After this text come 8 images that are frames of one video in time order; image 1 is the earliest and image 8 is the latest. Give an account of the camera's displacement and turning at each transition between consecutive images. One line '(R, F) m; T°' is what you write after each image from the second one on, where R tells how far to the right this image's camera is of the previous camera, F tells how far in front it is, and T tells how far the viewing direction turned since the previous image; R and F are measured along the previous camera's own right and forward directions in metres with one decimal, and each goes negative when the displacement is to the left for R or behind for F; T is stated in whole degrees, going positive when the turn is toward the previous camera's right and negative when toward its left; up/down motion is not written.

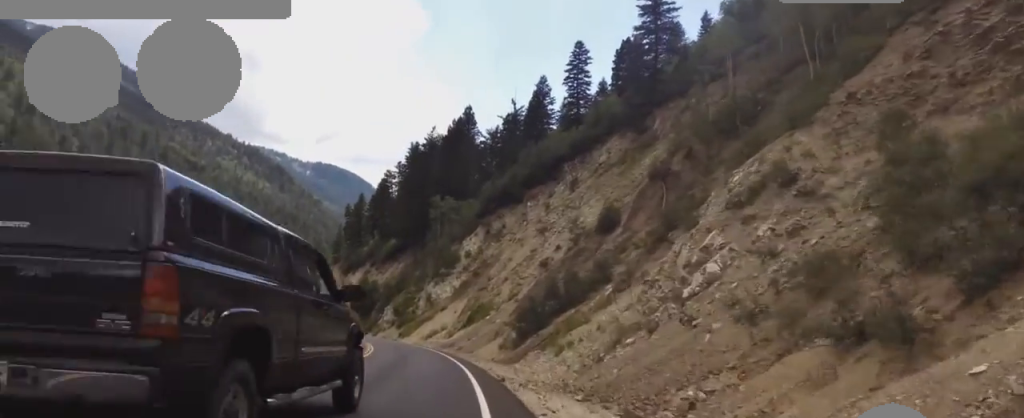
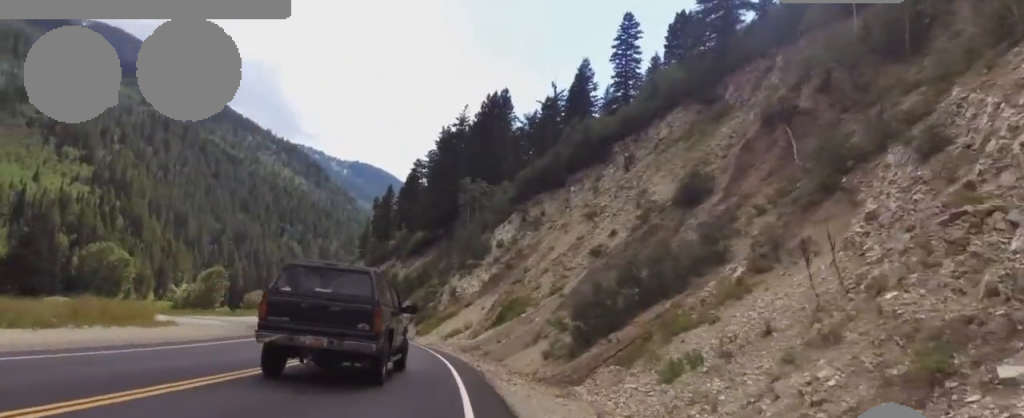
(-0.6, +13.5) m; -3°
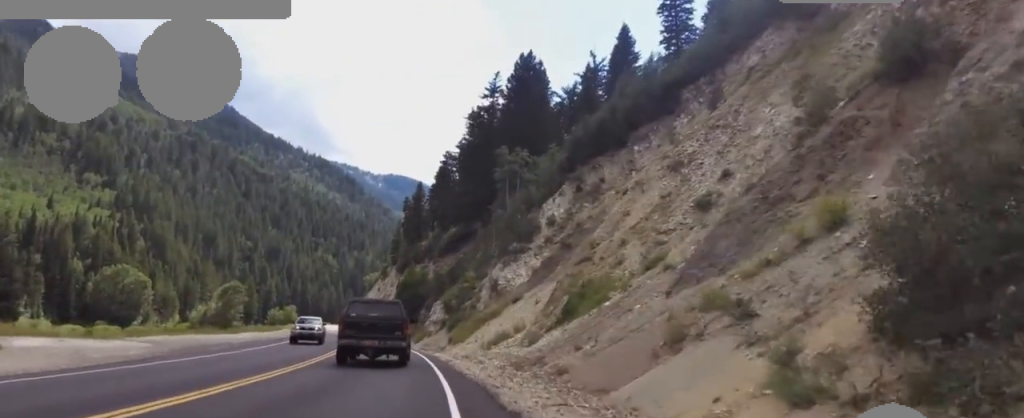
(-0.1, +16.9) m; -4°
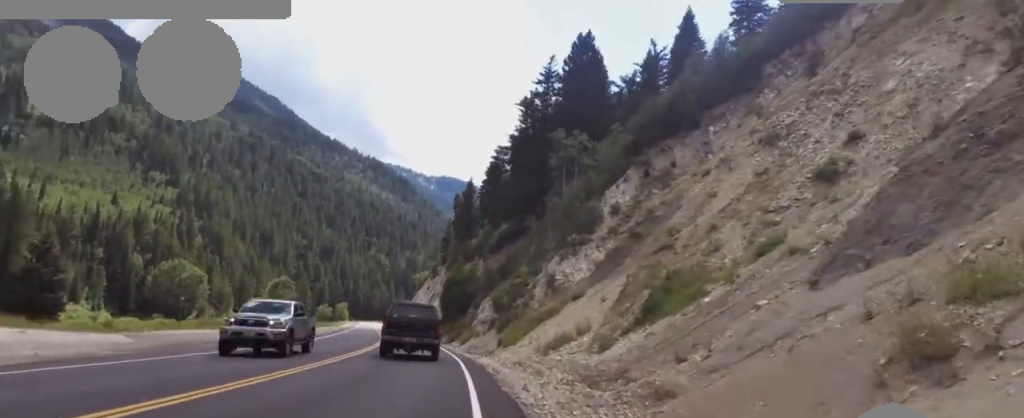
(-0.2, +7.3) m; -3°
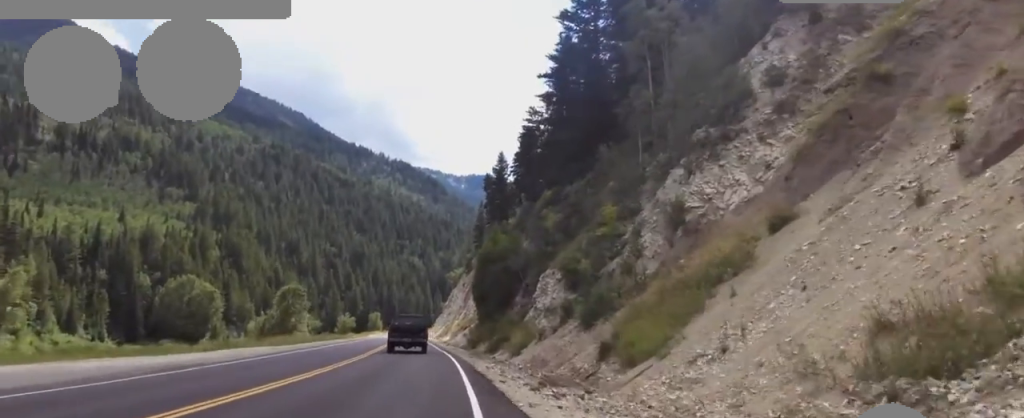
(-1.7, +26.6) m; -7°
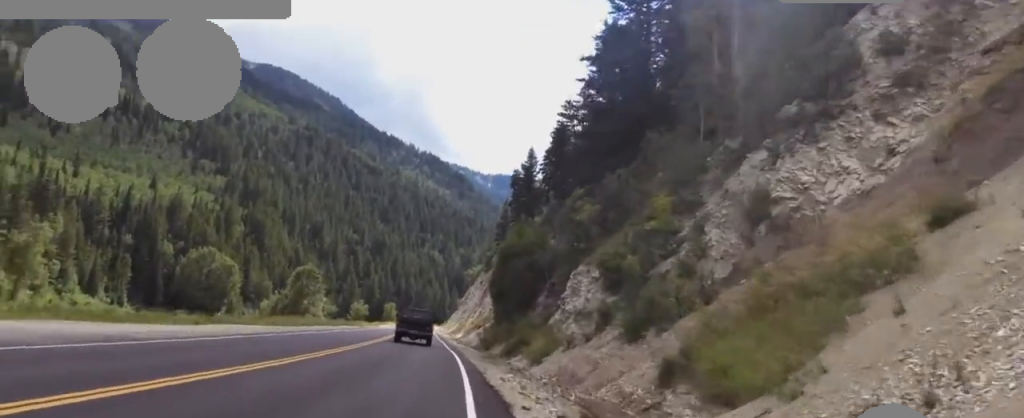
(+0.3, +5.7) m; -3°
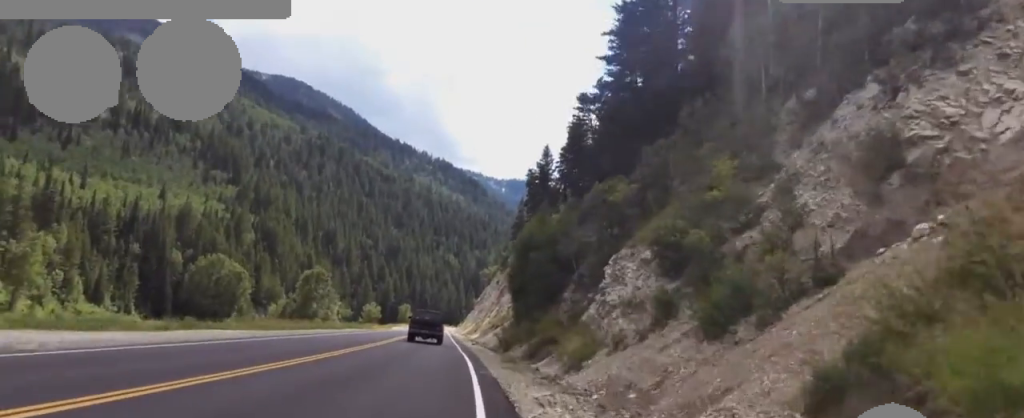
(-0.3, +6.1) m; -3°
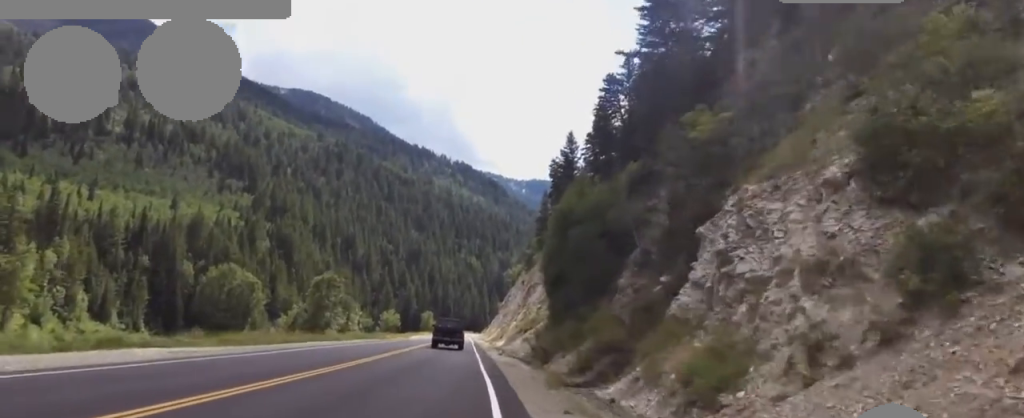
(-1.1, +10.5) m; -3°
